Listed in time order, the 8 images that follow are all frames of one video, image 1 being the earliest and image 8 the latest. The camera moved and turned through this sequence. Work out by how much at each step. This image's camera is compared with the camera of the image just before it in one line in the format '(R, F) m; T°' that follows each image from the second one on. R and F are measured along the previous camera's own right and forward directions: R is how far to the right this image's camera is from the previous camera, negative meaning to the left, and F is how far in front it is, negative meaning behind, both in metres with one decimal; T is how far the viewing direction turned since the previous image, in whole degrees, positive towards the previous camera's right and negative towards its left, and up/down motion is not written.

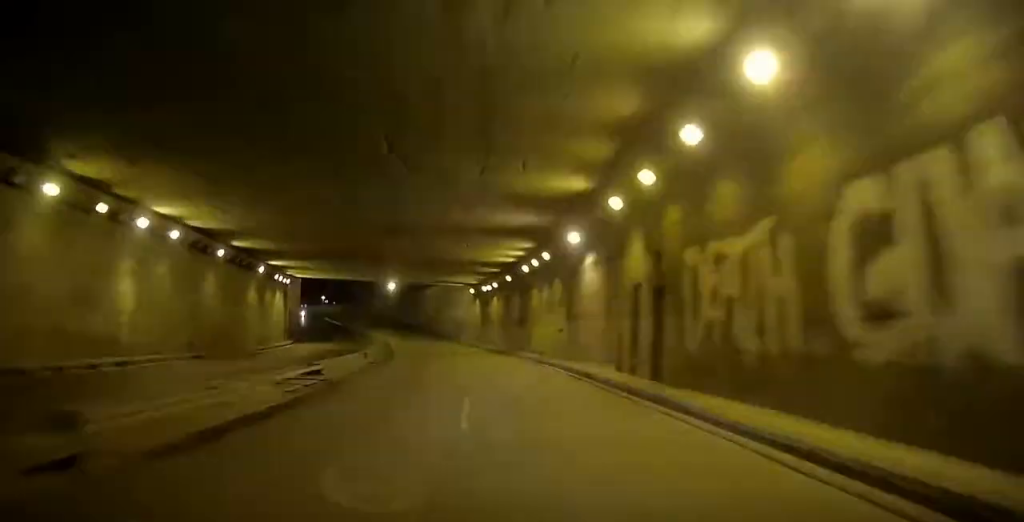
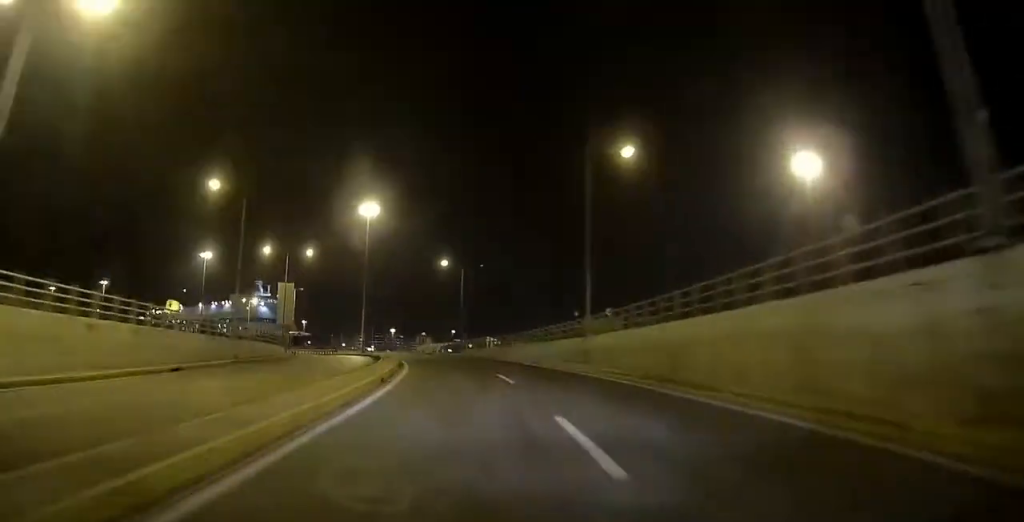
(-44.4, +142.7) m; -37°
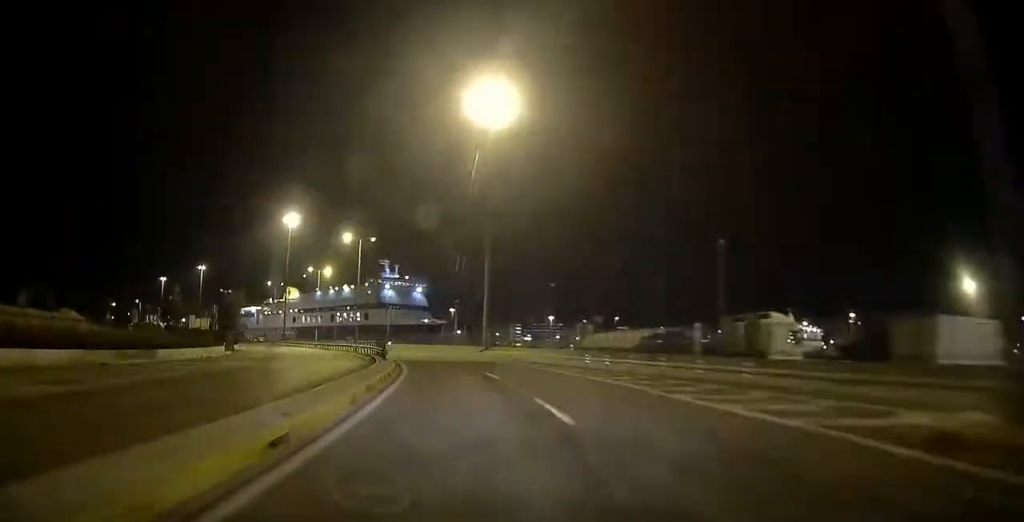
(-6.7, +57.0) m; -14°
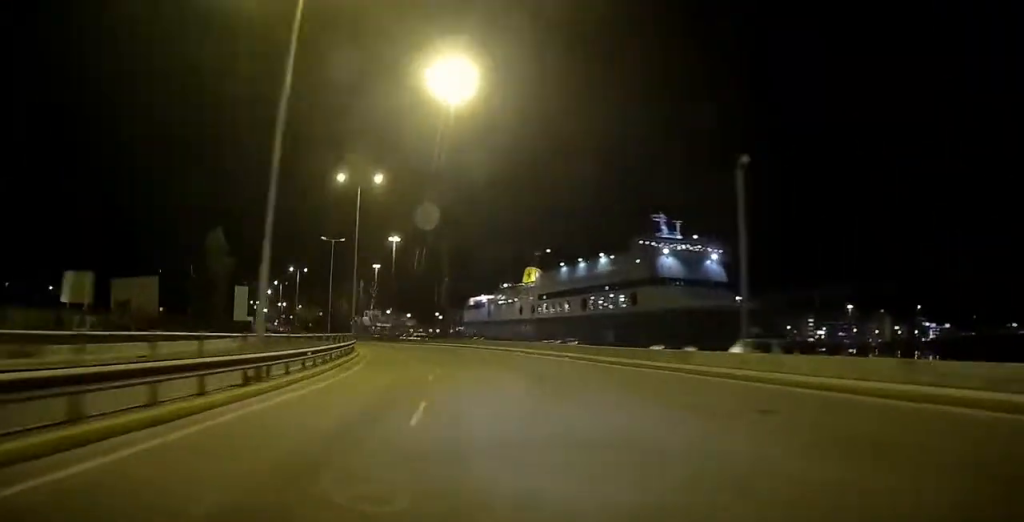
(-17.8, +80.9) m; -19°
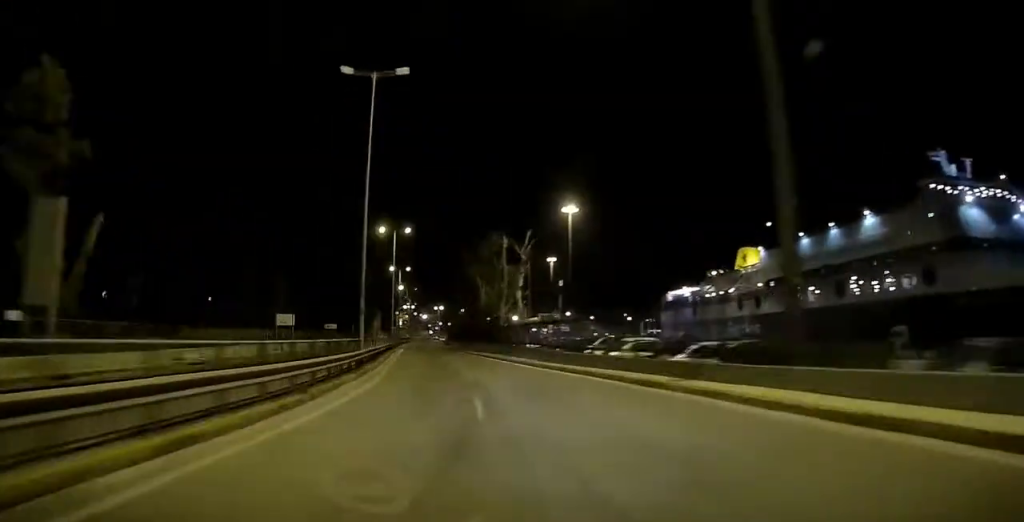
(-4.3, +48.8) m; -9°
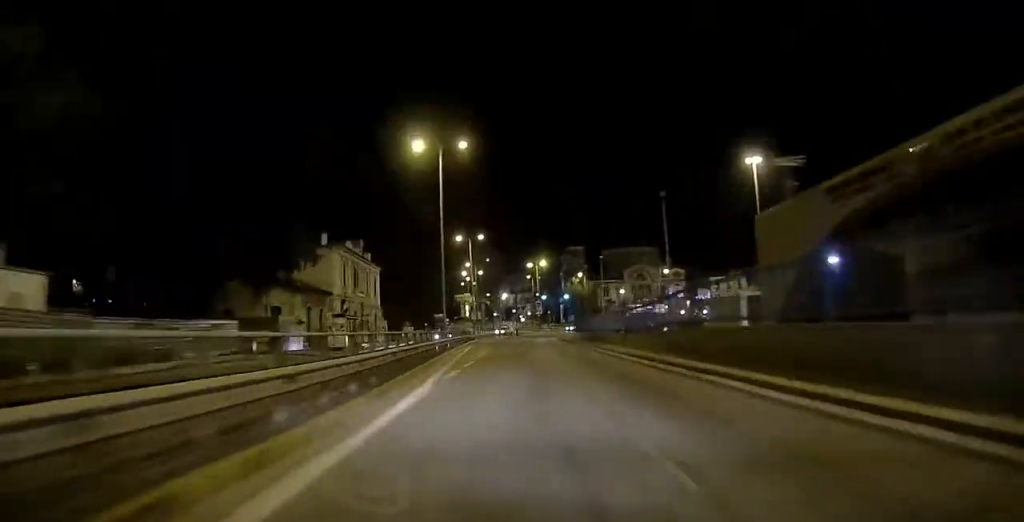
(-11.7, +110.4) m; -6°
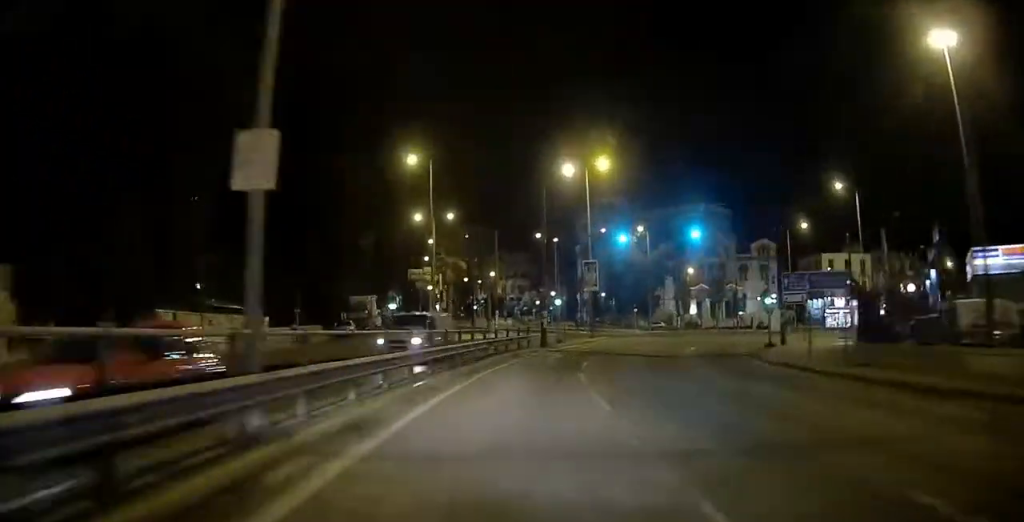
(+0.4, +55.7) m; +5°
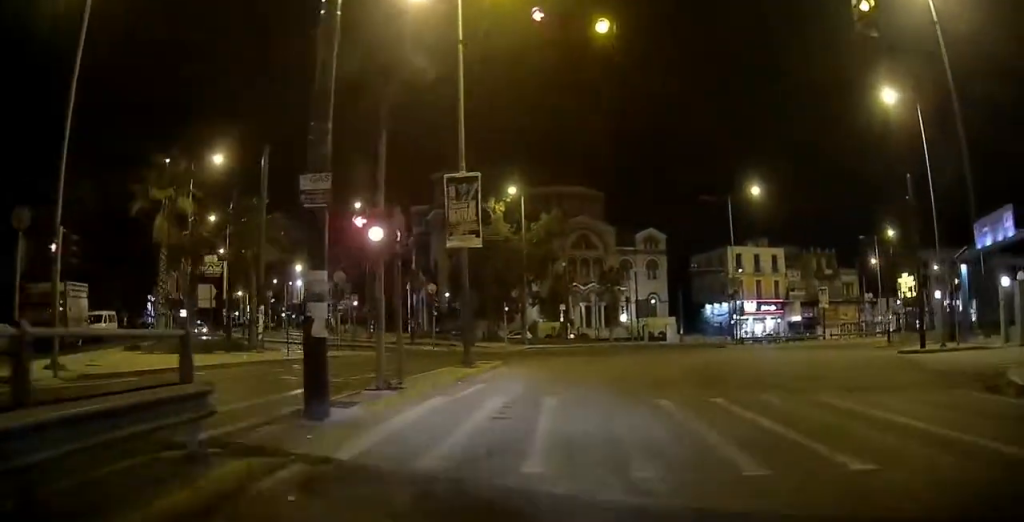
(+4.2, +35.4) m; +7°
